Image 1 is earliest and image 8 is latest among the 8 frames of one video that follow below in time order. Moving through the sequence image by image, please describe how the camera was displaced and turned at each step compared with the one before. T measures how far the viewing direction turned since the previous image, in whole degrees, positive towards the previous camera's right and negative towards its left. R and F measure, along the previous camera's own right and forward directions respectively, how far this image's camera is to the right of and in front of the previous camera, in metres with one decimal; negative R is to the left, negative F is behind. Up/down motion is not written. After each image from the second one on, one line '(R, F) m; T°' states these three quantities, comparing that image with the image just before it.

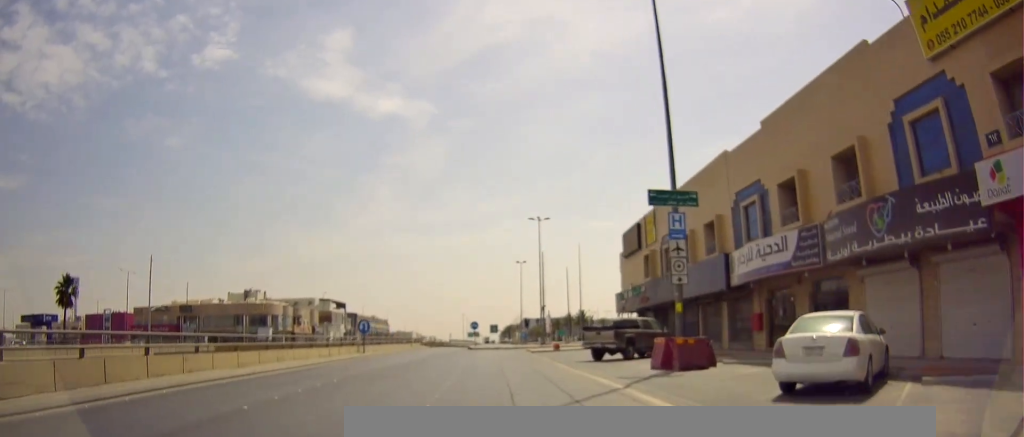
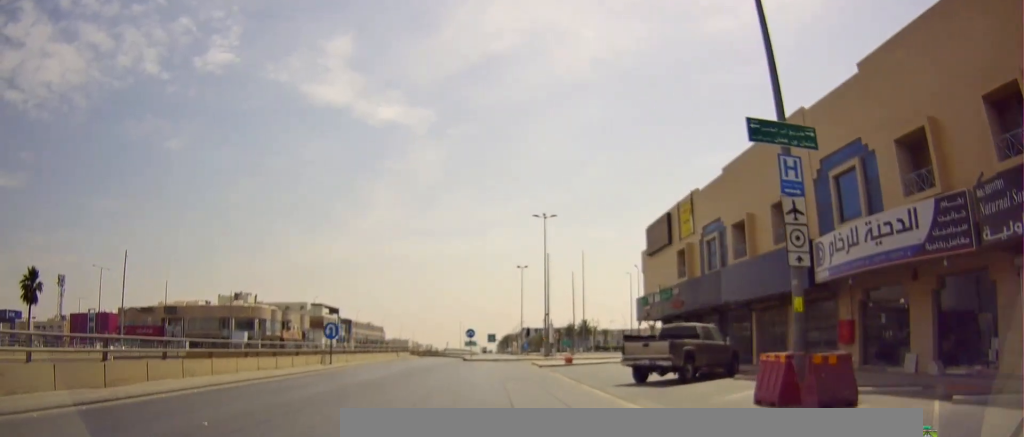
(+0.2, +7.9) m; 0°
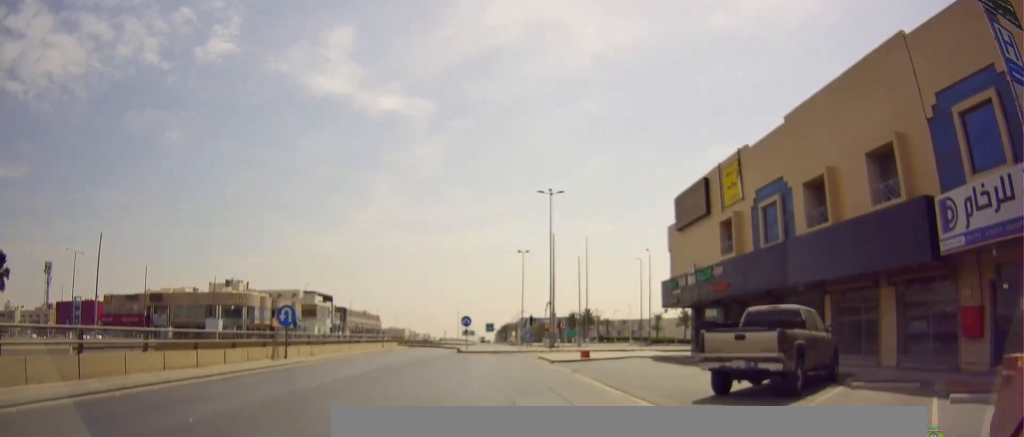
(0.0, +7.0) m; 0°
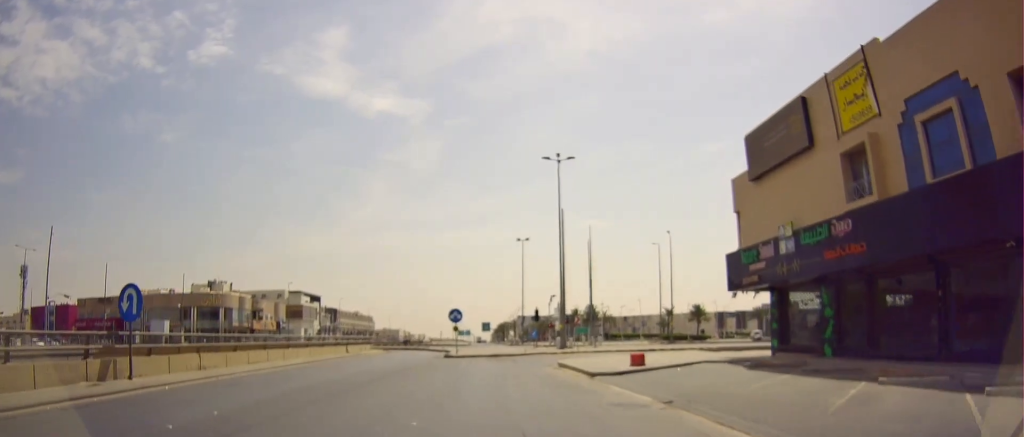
(0.0, +11.6) m; +1°
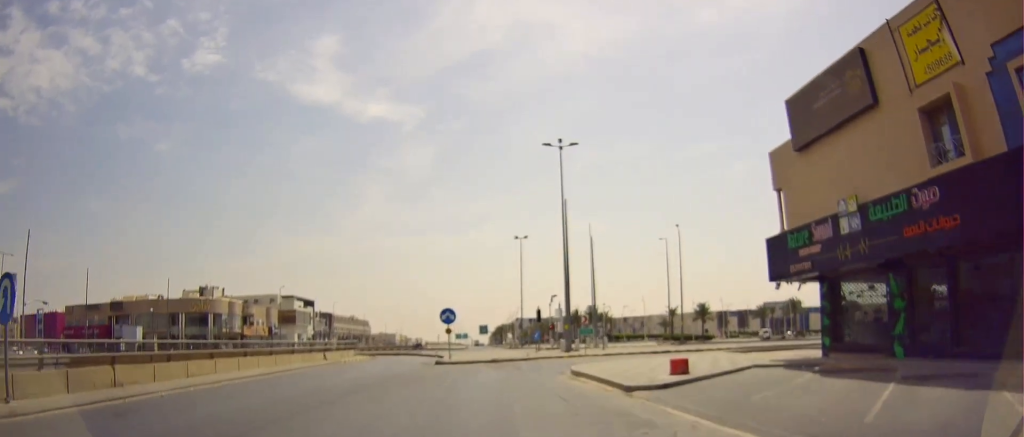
(+0.1, +4.8) m; +1°
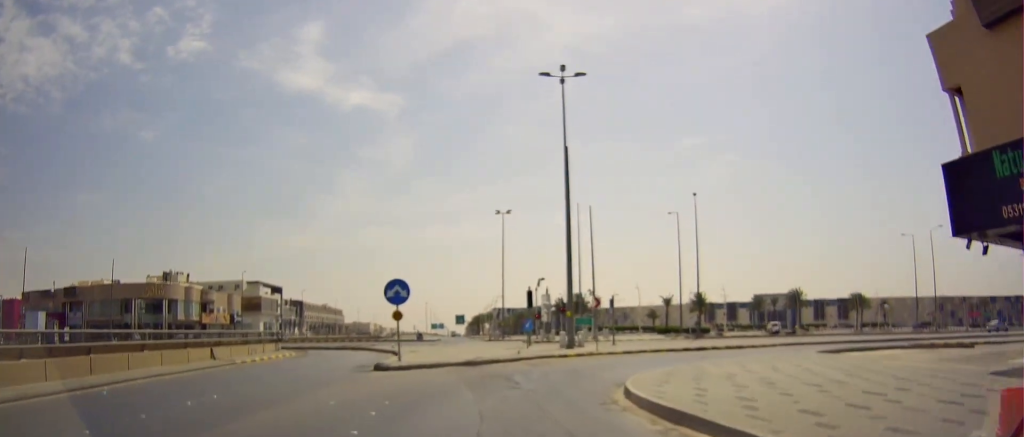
(-0.2, +12.4) m; -1°
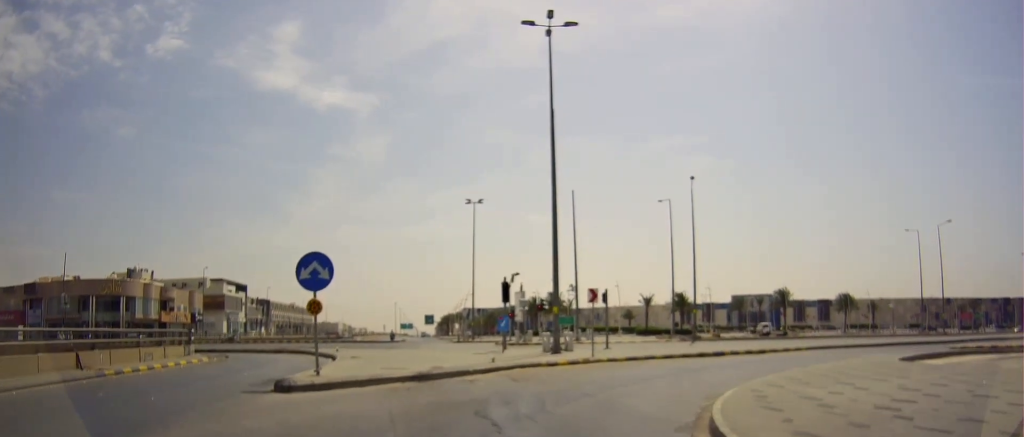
(+0.1, +7.3) m; +1°
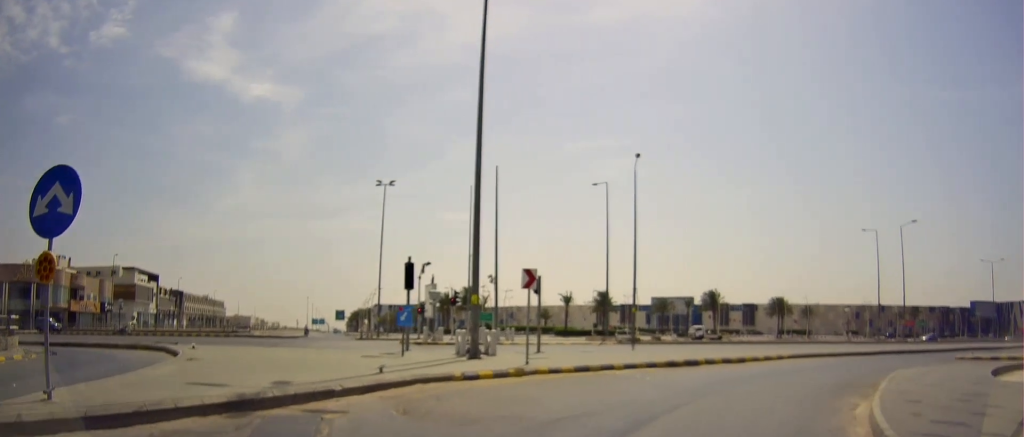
(+0.1, +8.0) m; +10°
